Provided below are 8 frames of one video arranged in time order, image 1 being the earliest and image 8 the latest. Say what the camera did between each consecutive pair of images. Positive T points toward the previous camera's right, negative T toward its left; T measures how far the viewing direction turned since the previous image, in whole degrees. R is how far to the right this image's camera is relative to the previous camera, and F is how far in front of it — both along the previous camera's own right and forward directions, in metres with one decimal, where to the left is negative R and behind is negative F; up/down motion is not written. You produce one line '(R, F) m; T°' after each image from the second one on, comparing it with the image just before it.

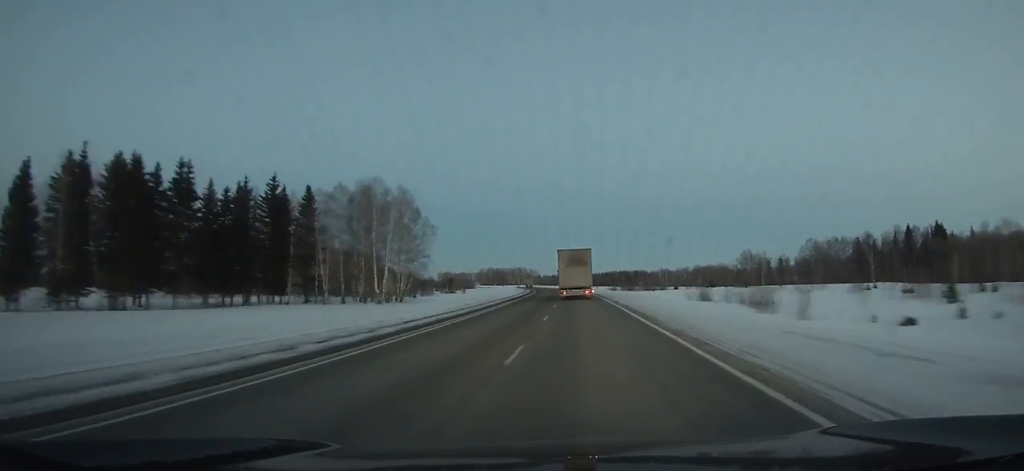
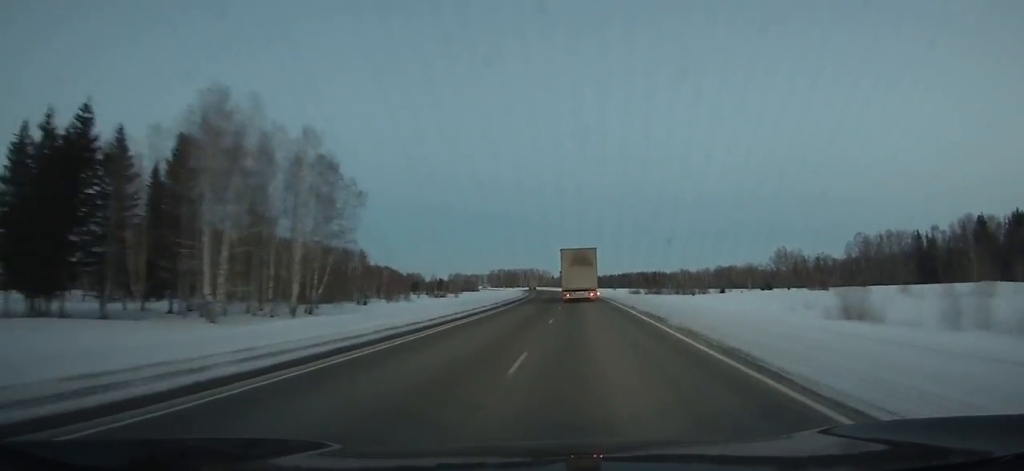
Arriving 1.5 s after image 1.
(-0.1, +37.9) m; -2°
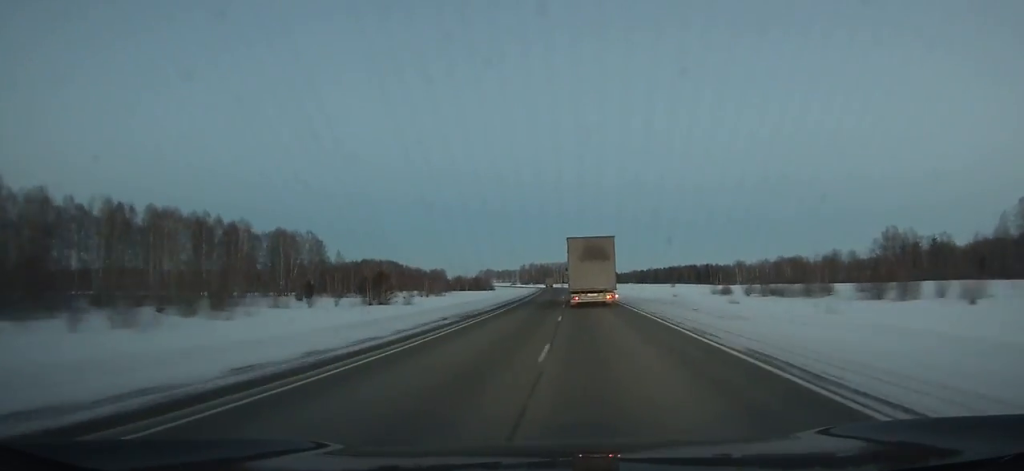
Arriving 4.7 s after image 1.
(-3.0, +84.6) m; -4°
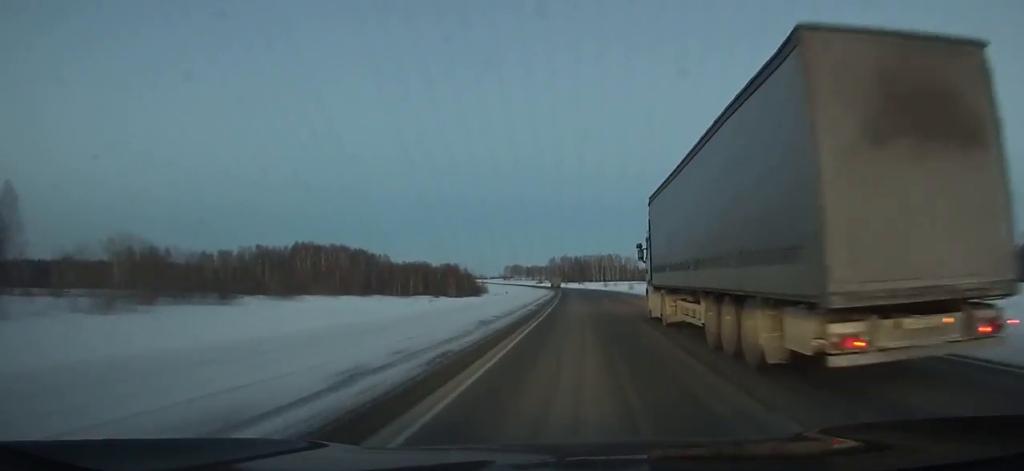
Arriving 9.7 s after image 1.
(-5.3, +140.7) m; -4°
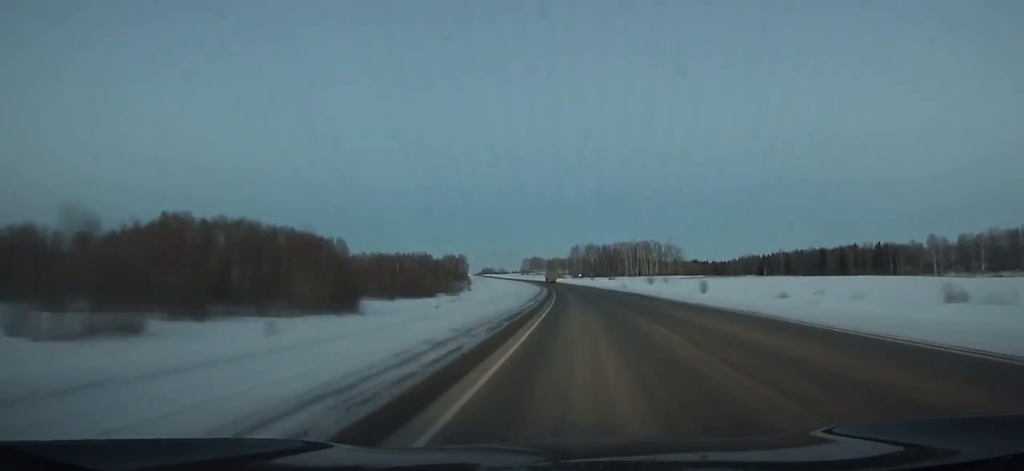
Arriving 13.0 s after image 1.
(-1.7, +96.7) m; -2°
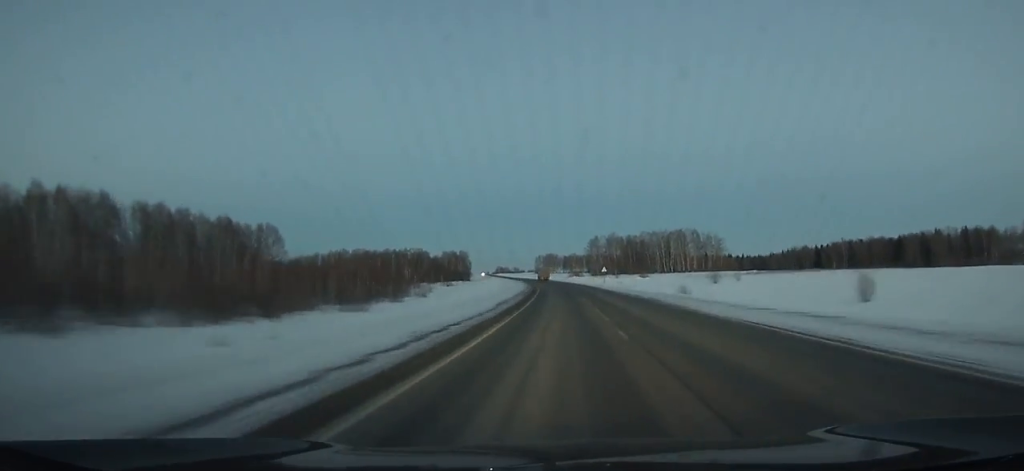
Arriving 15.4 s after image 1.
(-1.3, +70.4) m; -2°
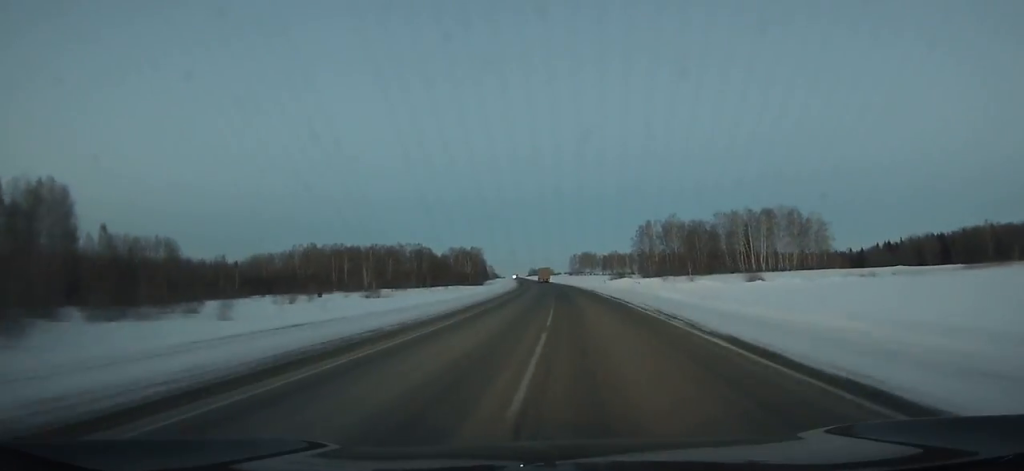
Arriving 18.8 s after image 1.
(-2.3, +97.8) m; -3°
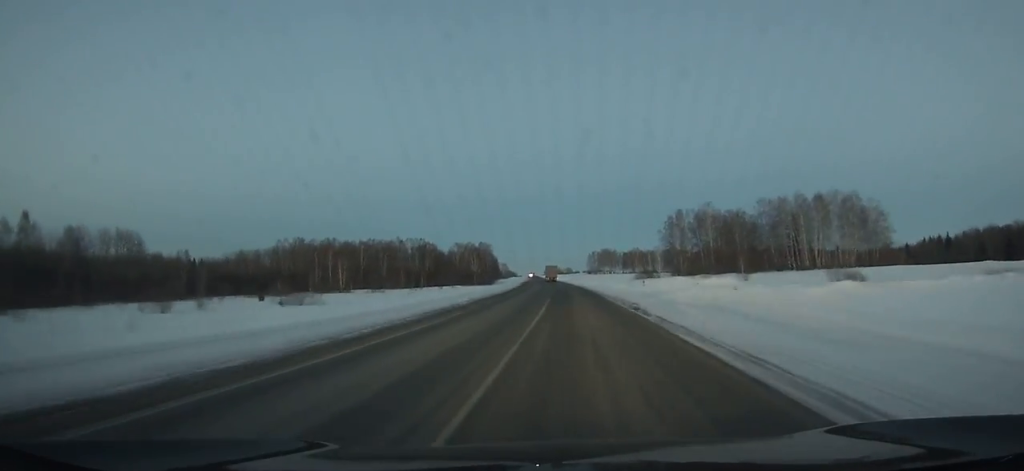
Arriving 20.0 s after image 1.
(-0.6, +33.6) m; -1°
